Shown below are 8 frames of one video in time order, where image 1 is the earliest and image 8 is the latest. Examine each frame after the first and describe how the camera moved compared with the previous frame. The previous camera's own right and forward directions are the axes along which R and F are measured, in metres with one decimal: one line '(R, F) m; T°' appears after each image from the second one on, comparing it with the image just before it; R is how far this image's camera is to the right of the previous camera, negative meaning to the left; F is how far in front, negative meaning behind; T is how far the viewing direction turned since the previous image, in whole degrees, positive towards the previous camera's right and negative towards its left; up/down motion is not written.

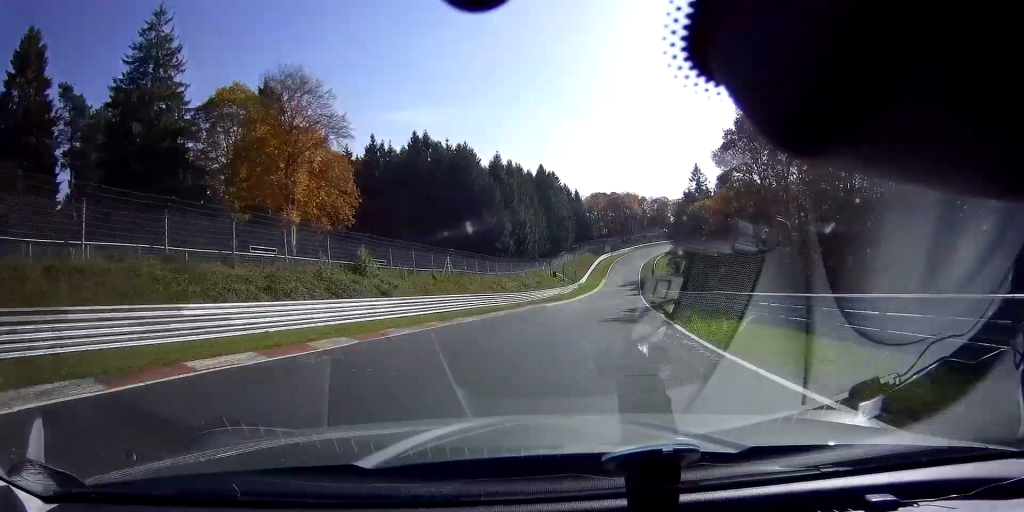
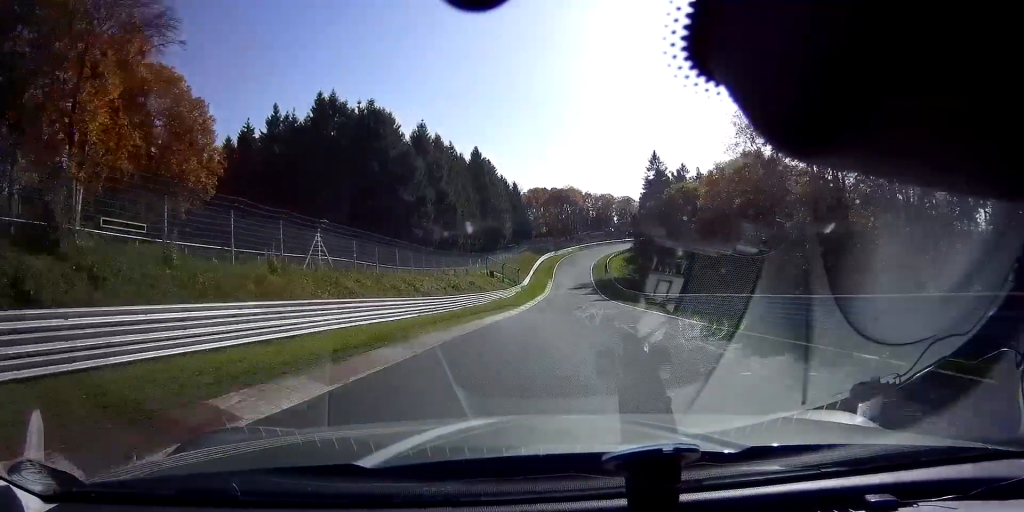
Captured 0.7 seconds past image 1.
(+1.5, +20.1) m; +7°
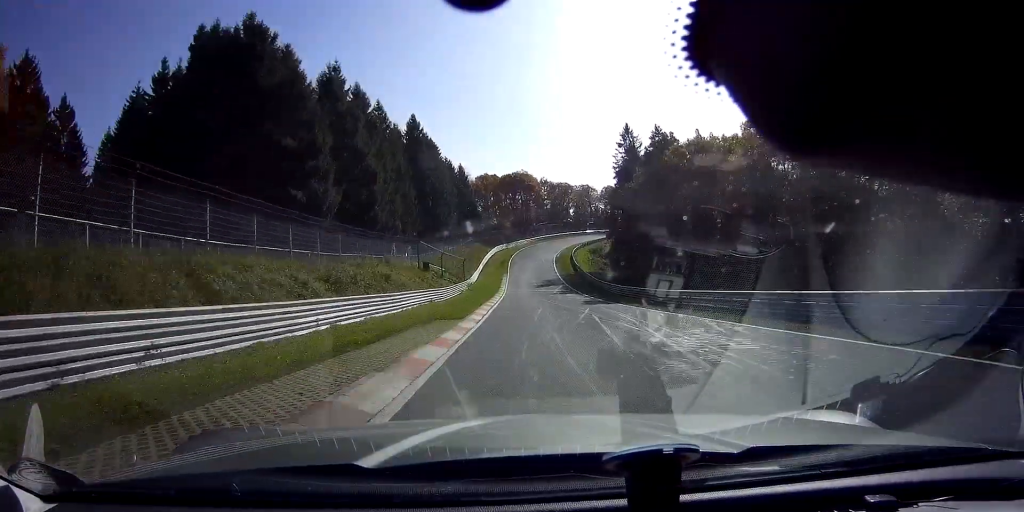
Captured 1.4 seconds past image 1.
(+1.1, +21.3) m; +5°
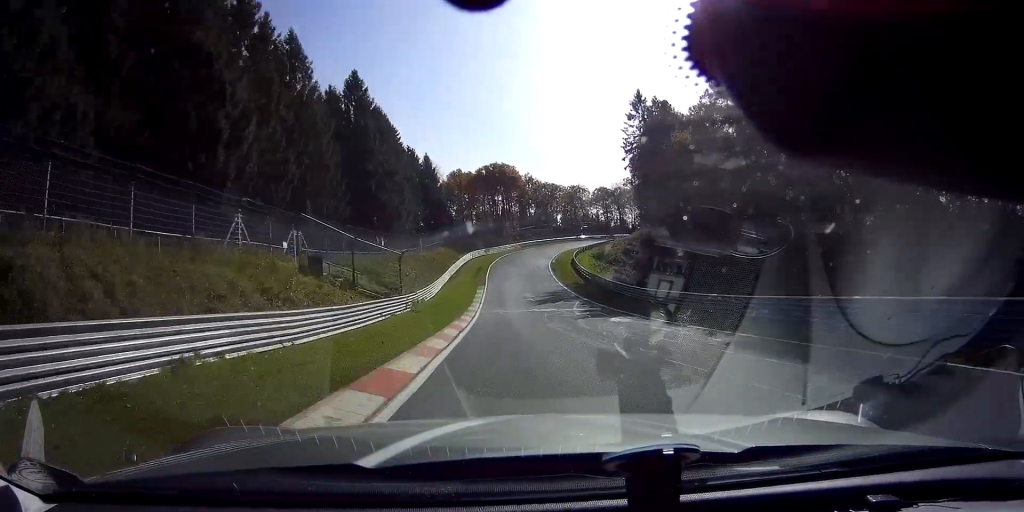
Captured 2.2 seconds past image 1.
(+0.8, +27.3) m; +2°
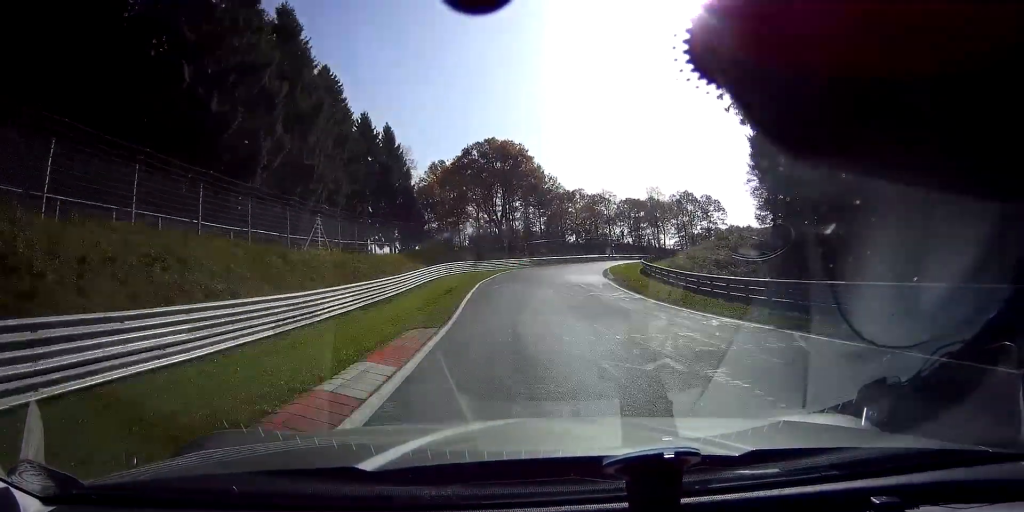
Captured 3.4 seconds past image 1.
(+0.7, +39.5) m; +4°
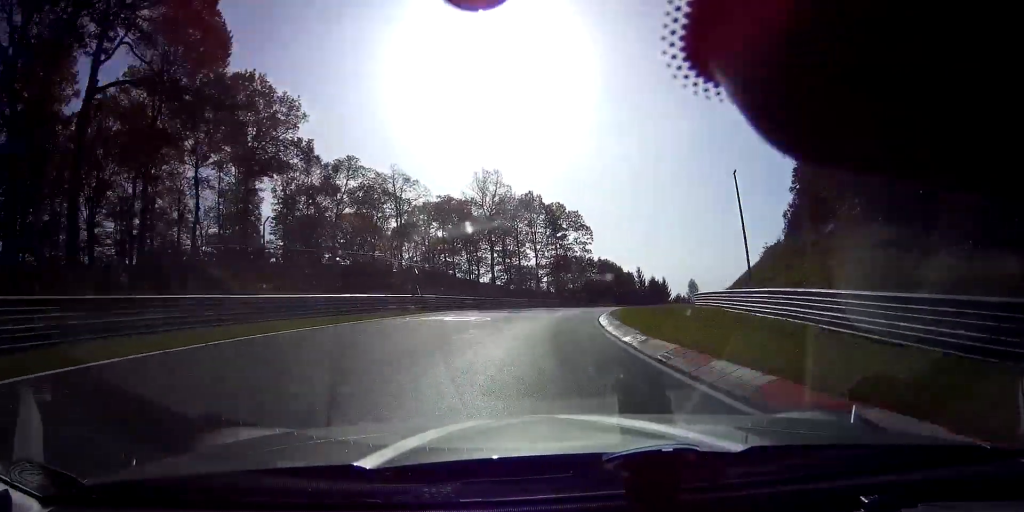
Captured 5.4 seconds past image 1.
(+10.3, +57.3) m; +26°
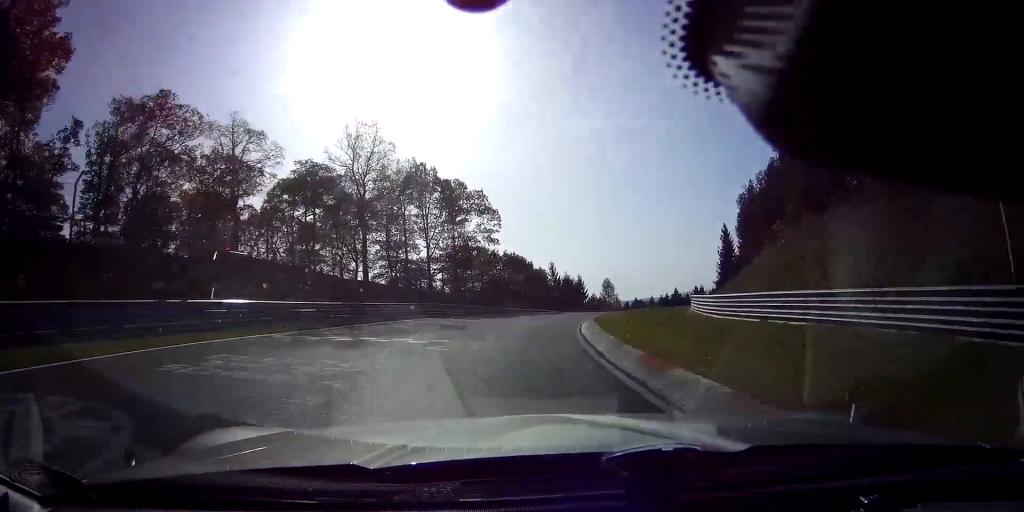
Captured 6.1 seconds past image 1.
(+2.5, +18.8) m; +10°
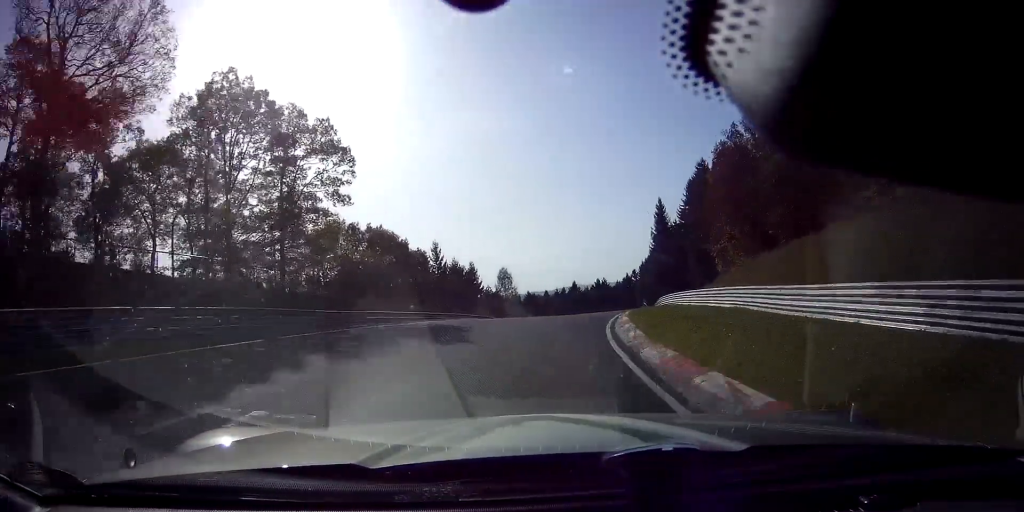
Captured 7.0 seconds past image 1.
(+3.1, +25.8) m; +11°
